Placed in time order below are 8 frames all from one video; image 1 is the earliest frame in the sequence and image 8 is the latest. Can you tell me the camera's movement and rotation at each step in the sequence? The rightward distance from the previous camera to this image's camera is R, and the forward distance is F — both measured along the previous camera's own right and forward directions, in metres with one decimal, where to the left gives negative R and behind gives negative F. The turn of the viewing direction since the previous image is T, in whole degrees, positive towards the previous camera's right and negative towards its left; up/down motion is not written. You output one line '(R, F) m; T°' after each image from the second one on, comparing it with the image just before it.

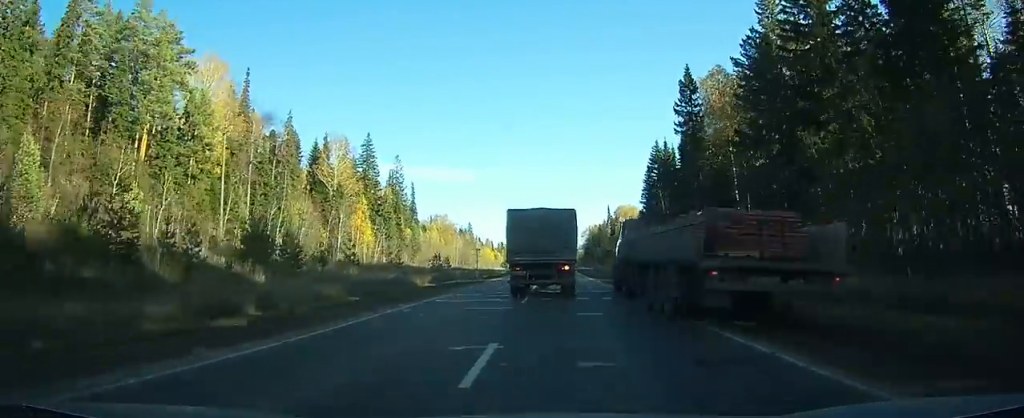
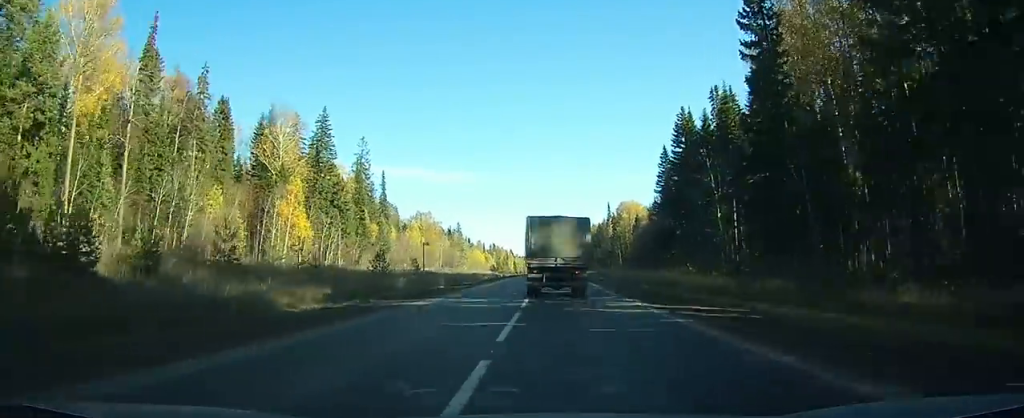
(+0.2, +24.4) m; 0°
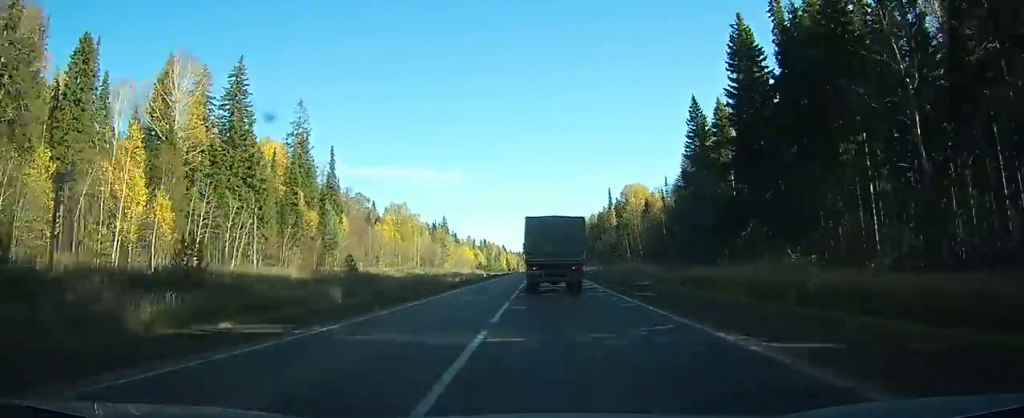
(-0.1, +28.6) m; 0°
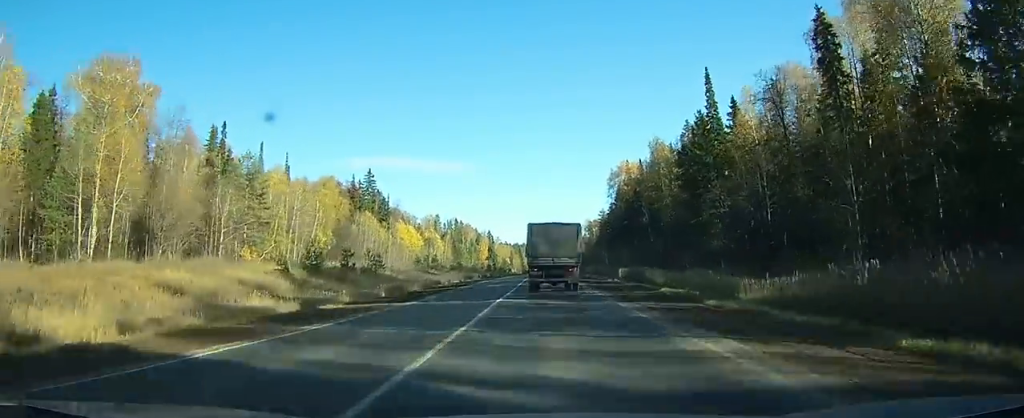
(-0.3, +133.4) m; -1°
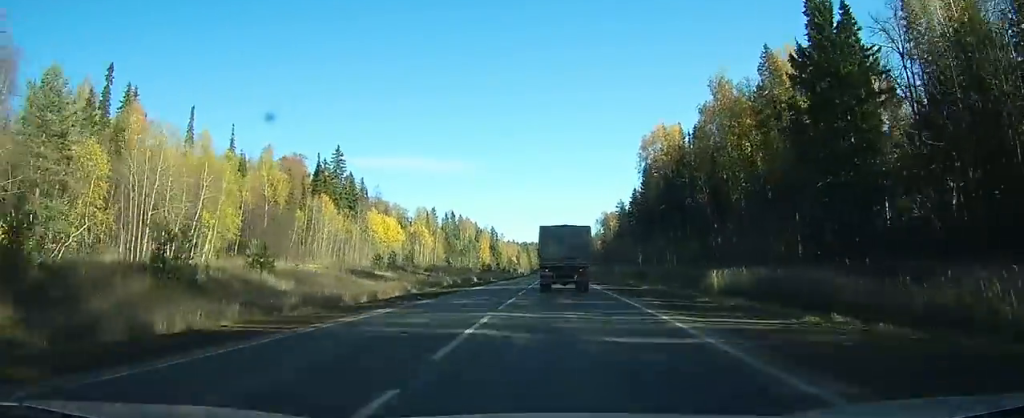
(-0.2, +34.8) m; 0°
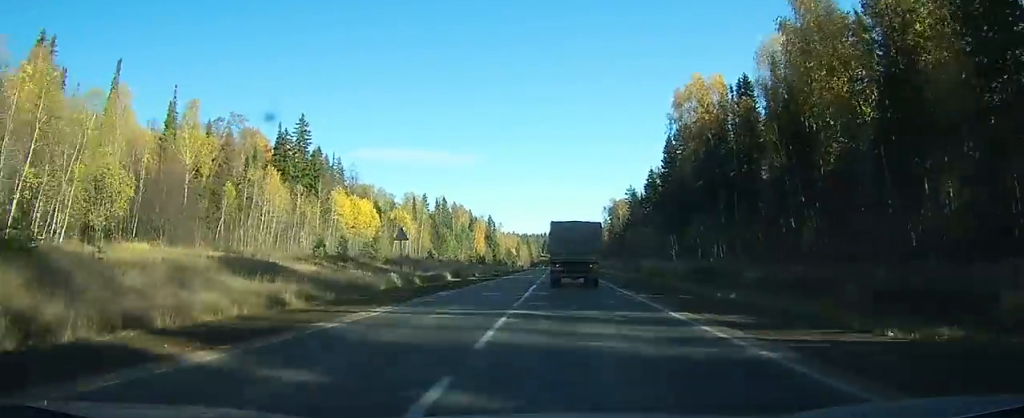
(0.0, +23.3) m; 0°
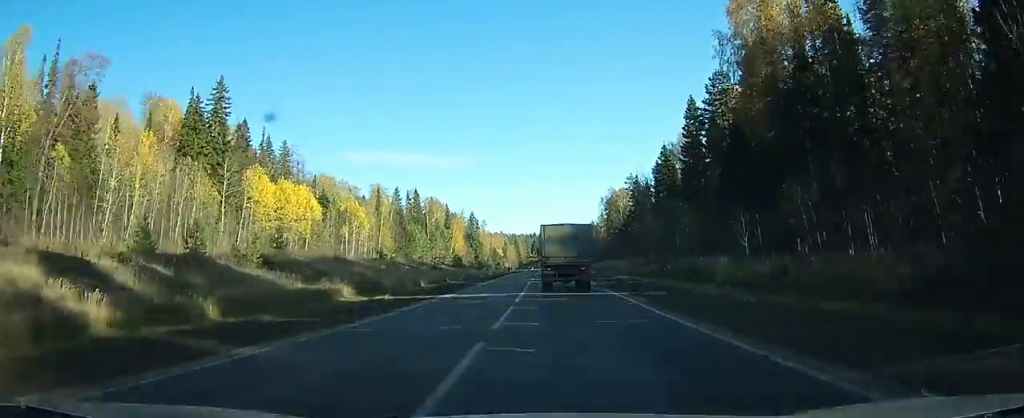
(-0.1, +28.1) m; 0°
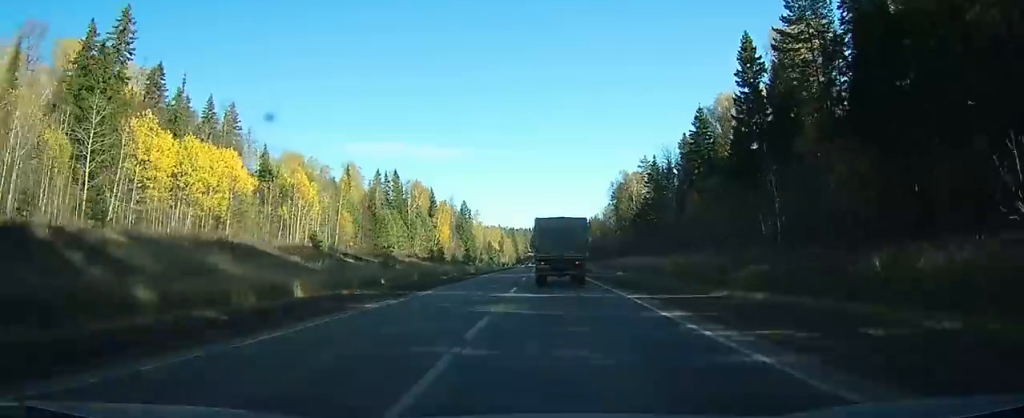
(0.0, +25.2) m; 0°
